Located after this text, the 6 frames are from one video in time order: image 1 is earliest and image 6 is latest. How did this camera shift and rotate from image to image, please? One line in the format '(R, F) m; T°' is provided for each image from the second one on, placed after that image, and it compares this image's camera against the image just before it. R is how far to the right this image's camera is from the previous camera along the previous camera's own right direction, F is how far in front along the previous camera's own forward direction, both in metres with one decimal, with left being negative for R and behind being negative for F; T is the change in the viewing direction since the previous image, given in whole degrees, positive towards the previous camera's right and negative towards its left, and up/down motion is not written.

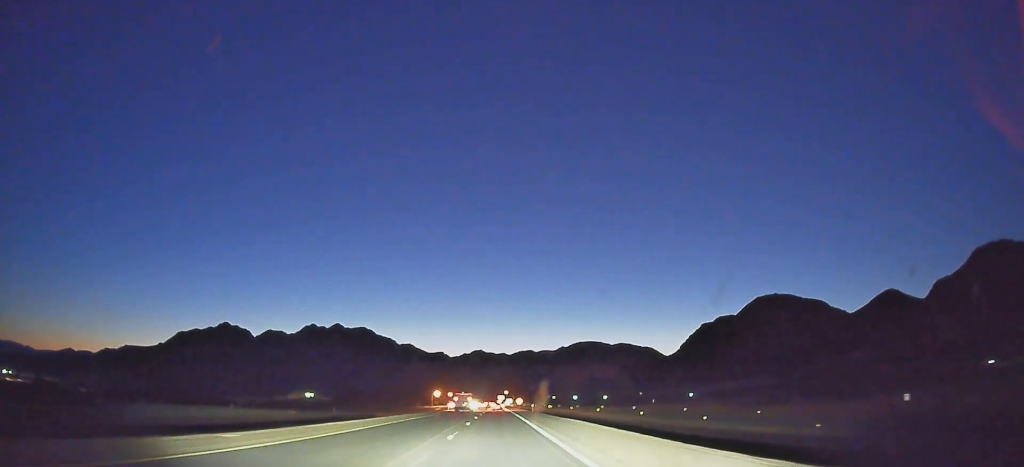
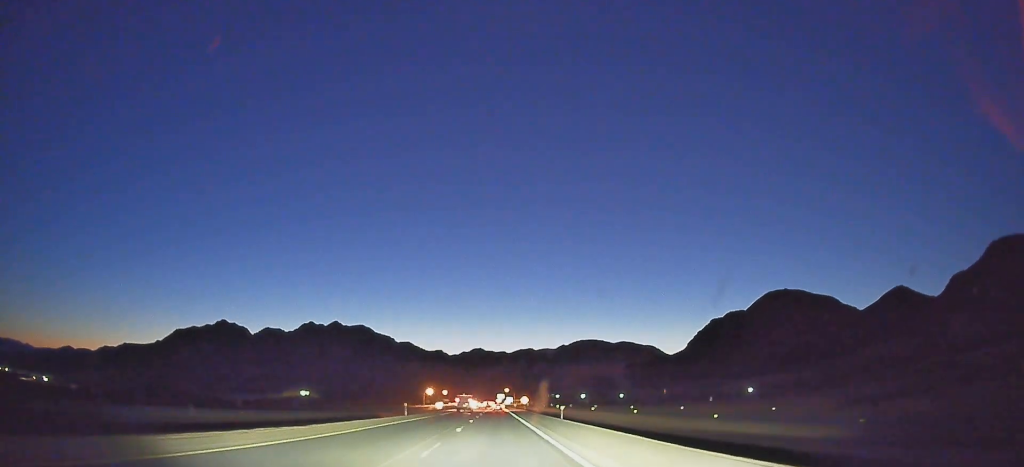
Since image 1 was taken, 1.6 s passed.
(+0.1, +43.4) m; 0°
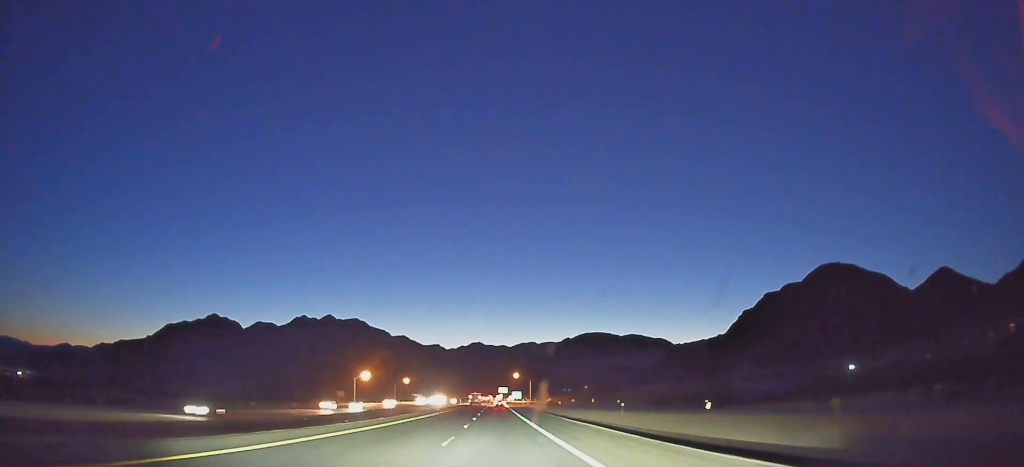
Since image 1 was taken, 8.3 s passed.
(-0.1, +182.8) m; 0°
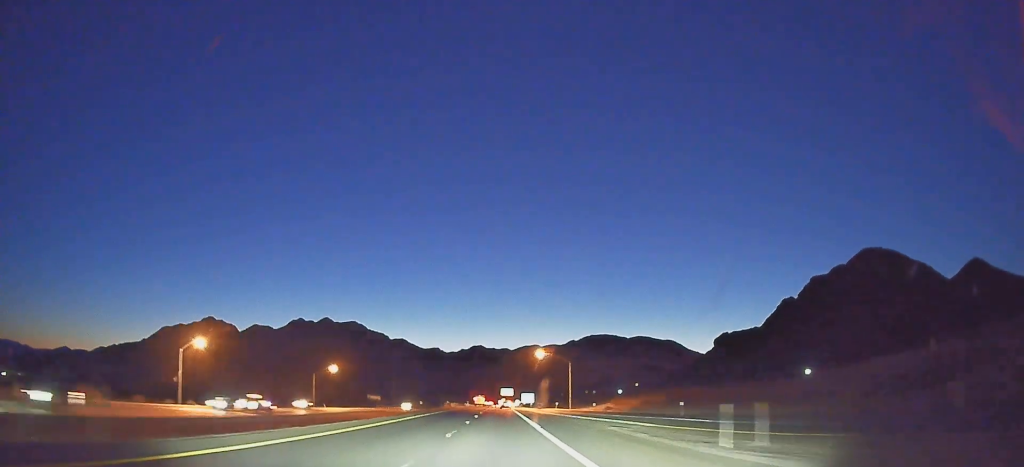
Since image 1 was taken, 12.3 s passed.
(+0.5, +108.9) m; 0°
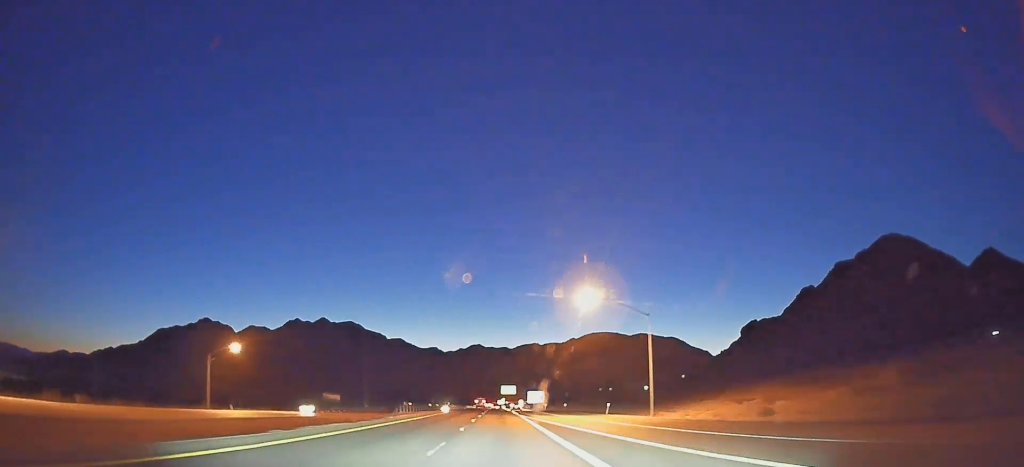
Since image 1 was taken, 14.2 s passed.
(+0.1, +51.7) m; 0°
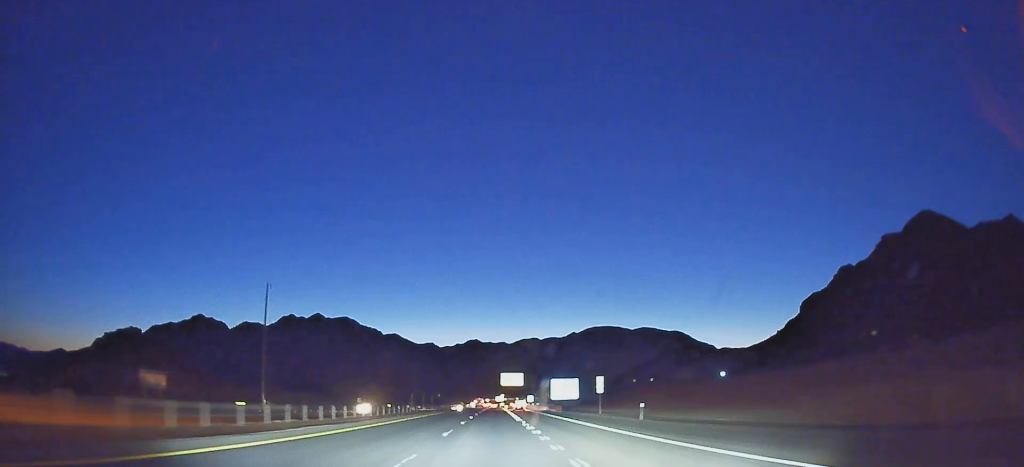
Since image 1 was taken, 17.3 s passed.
(-0.3, +85.3) m; 0°
